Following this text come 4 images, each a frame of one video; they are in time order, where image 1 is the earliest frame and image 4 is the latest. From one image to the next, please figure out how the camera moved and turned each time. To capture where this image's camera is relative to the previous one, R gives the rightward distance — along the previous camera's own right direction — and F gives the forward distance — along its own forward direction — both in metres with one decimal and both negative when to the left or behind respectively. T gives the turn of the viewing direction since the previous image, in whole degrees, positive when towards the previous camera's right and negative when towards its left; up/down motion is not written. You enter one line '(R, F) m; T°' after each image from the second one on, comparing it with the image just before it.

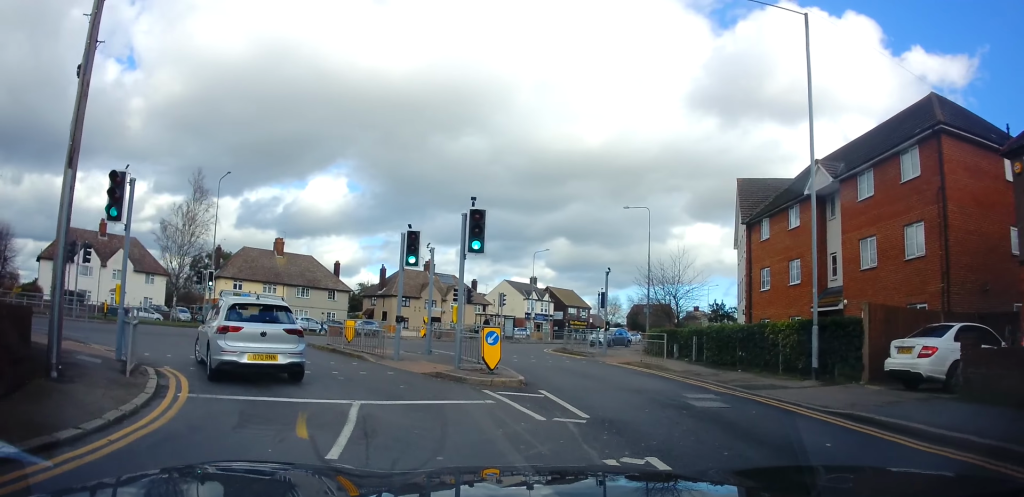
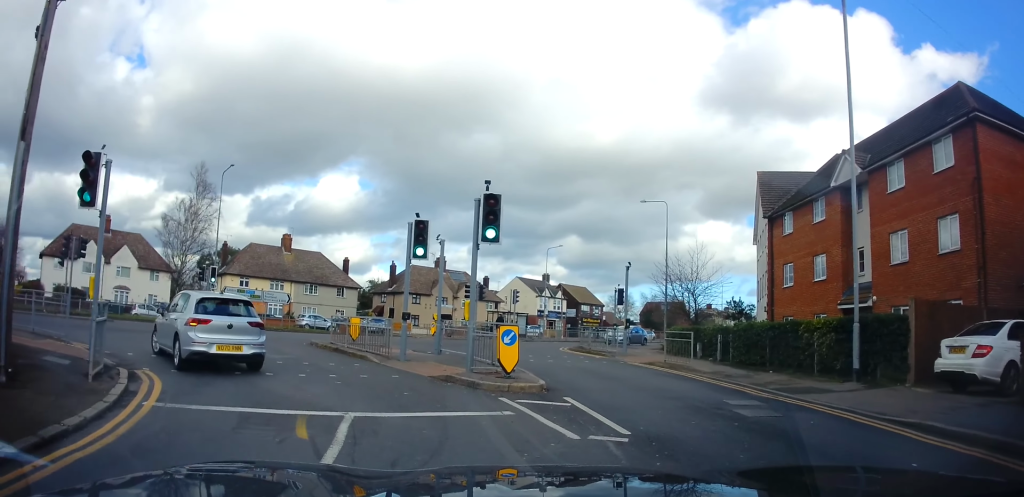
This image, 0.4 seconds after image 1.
(0.0, +1.1) m; -2°
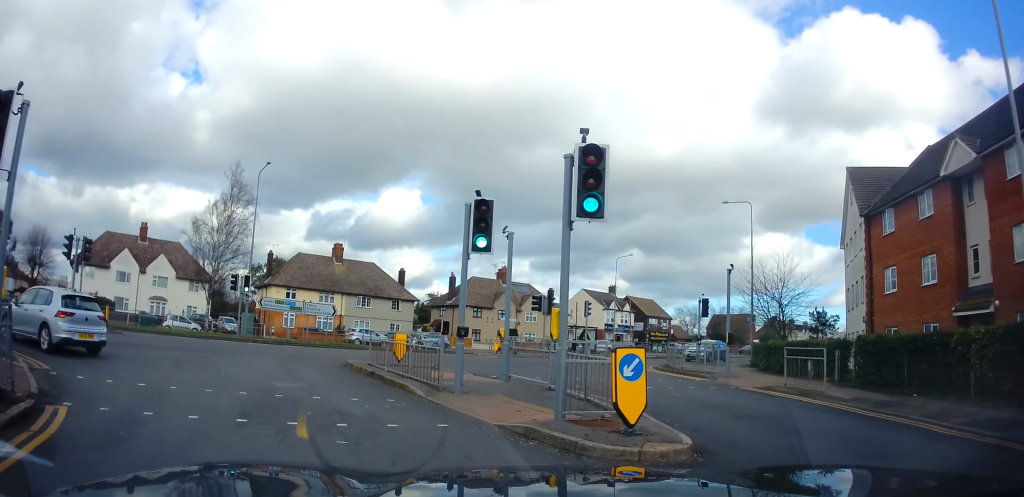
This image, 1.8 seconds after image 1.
(-0.8, +4.0) m; -17°
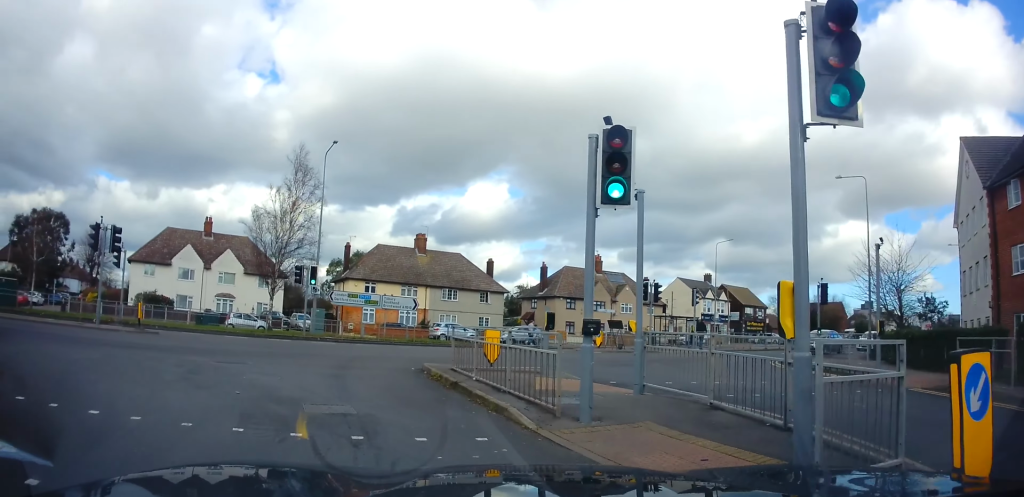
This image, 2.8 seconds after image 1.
(-0.2, +3.5) m; -7°
